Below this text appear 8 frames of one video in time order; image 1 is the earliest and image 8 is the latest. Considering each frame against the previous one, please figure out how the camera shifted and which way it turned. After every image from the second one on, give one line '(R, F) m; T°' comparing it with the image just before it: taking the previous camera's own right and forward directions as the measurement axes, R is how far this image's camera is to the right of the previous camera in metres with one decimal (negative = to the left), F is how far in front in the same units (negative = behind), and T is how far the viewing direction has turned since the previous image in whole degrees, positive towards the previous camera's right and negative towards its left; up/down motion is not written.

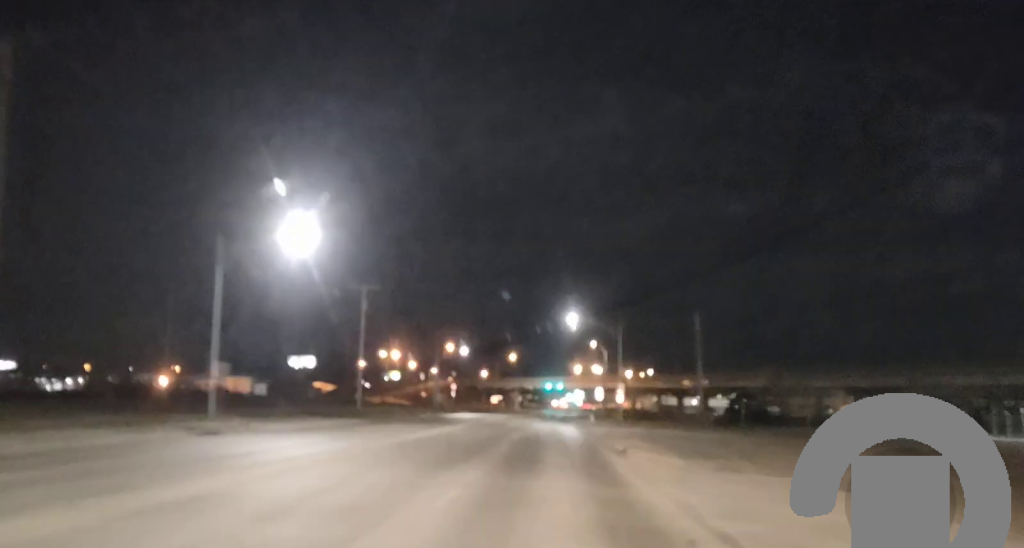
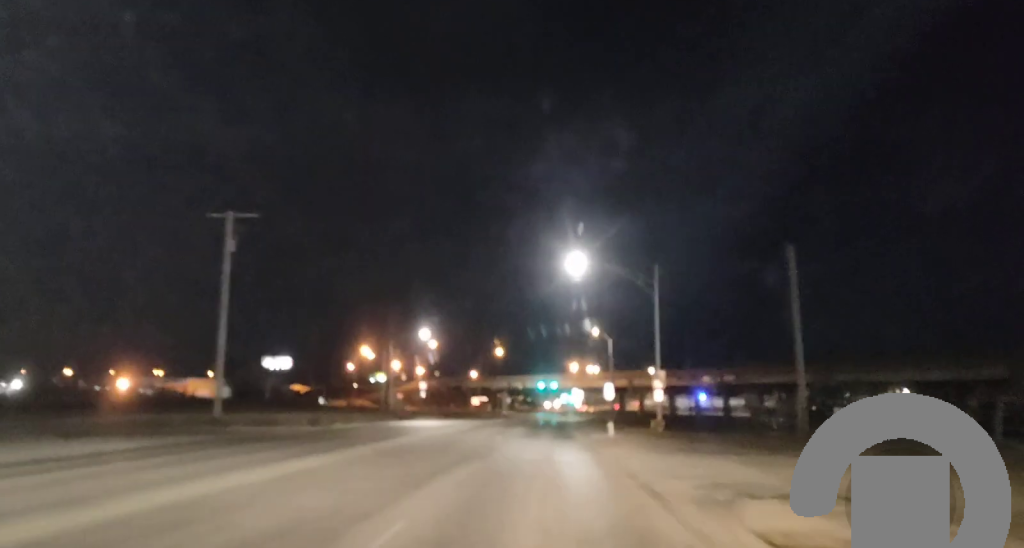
(+0.2, +32.0) m; +1°
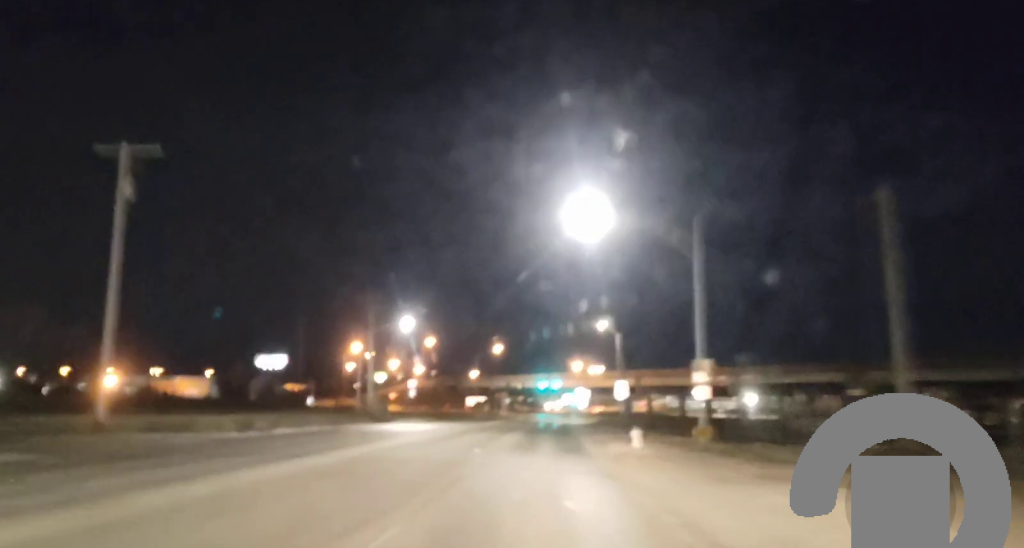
(+0.1, +13.2) m; 0°
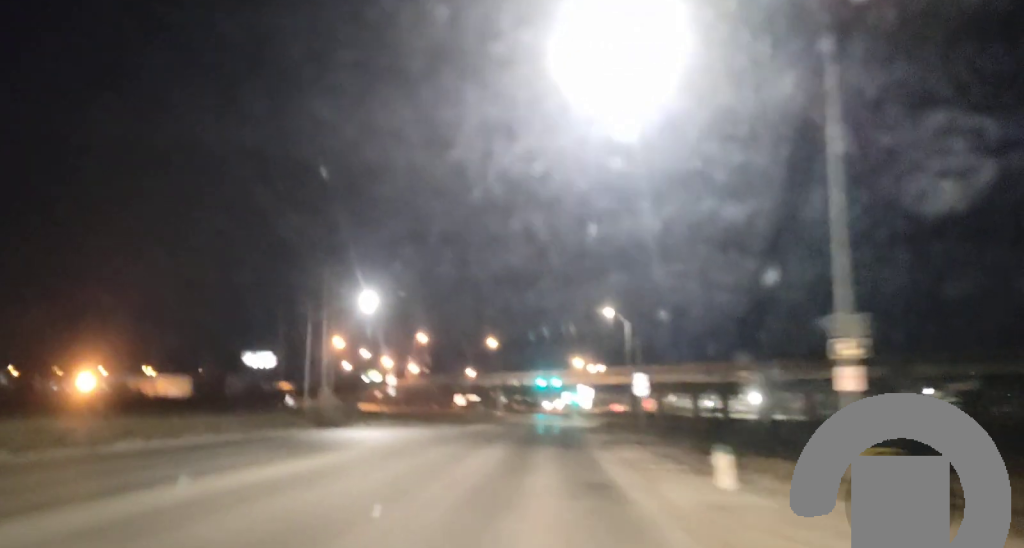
(-0.2, +15.6) m; 0°
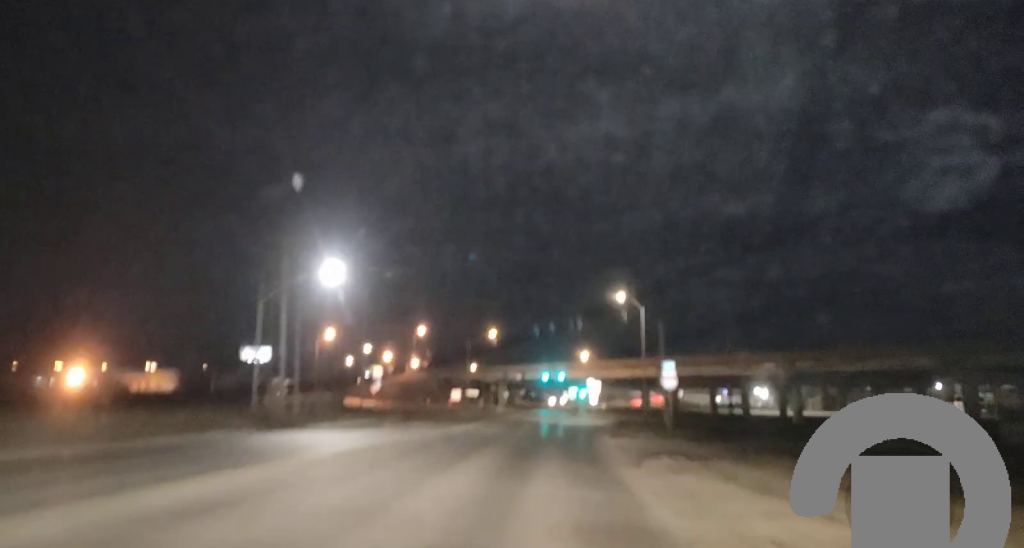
(+0.1, +11.1) m; 0°
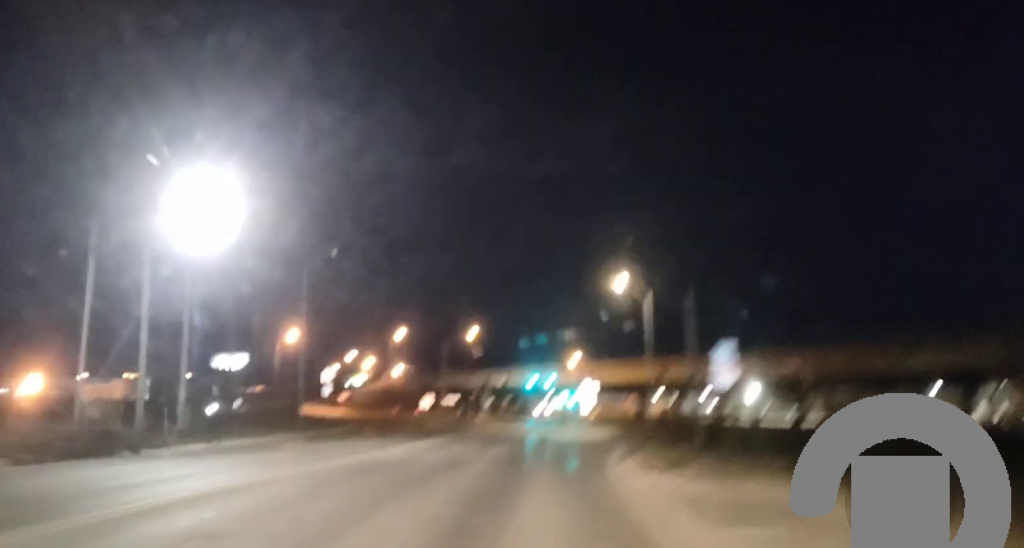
(-0.1, +16.8) m; -1°
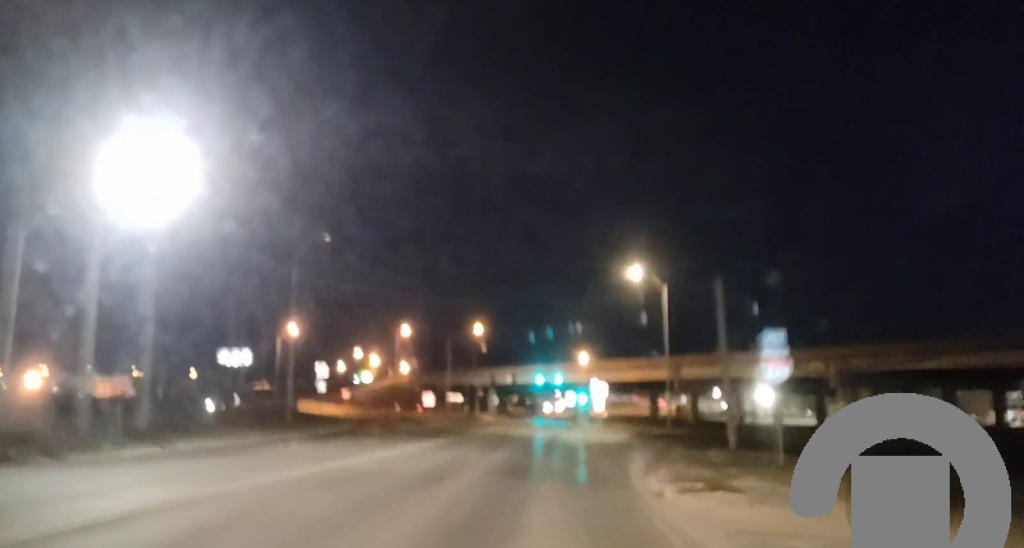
(-0.1, +5.7) m; 0°
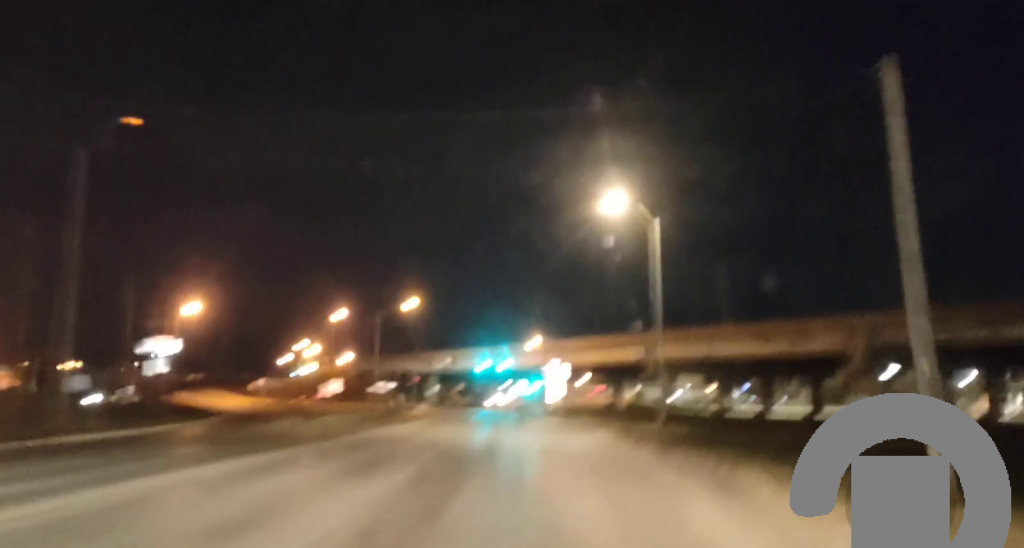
(+0.3, +23.2) m; +4°
